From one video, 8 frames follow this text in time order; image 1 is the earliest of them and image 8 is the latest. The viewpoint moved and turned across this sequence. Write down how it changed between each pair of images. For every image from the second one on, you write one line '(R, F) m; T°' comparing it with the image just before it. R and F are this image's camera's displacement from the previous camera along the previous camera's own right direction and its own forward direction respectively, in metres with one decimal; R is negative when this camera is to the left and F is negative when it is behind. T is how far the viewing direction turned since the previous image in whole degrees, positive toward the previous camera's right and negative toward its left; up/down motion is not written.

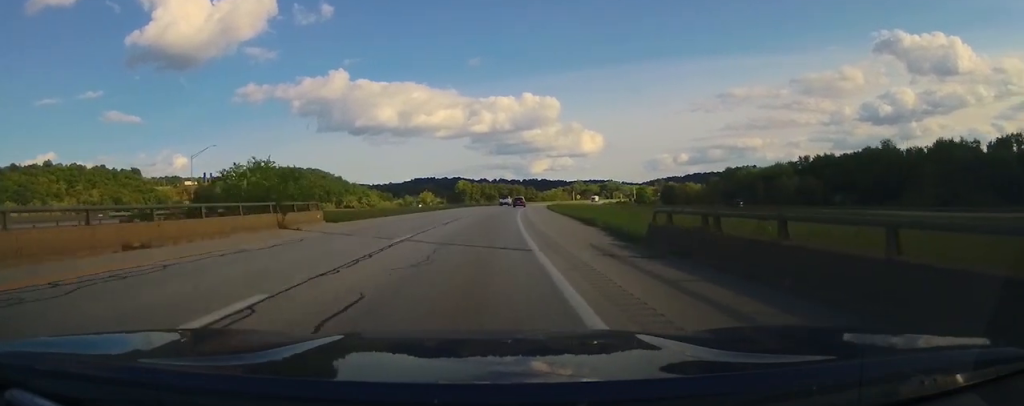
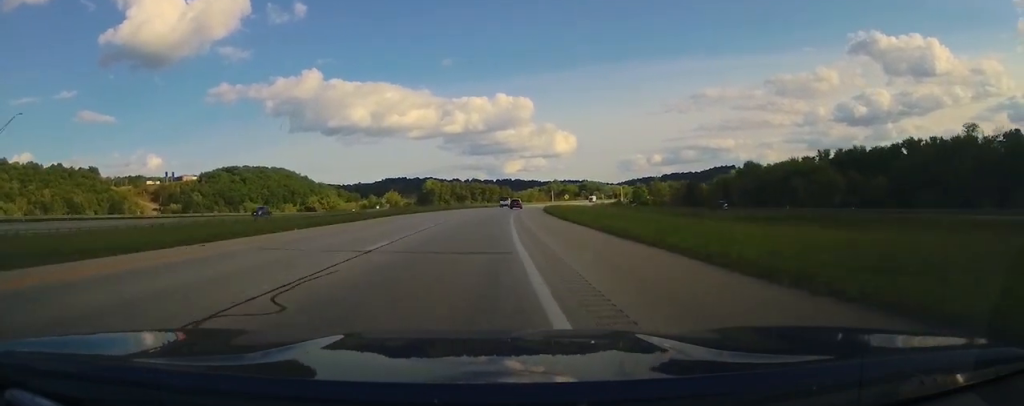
(+1.6, +38.7) m; +5°
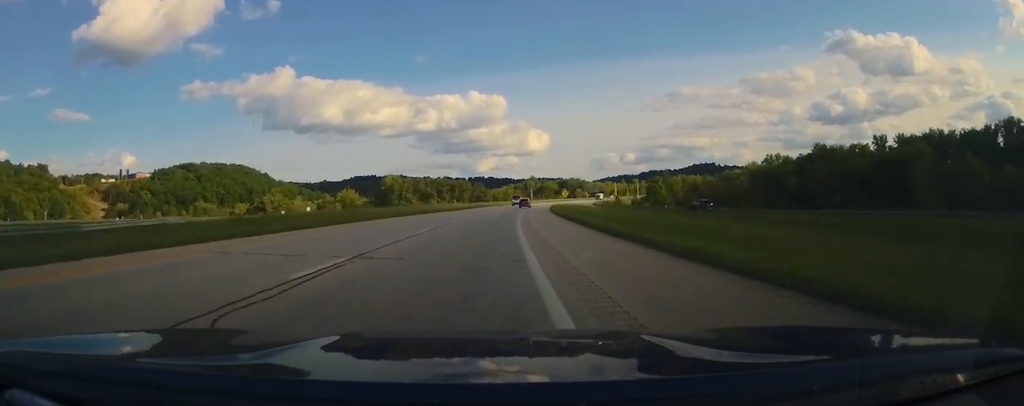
(+2.1, +54.1) m; +3°
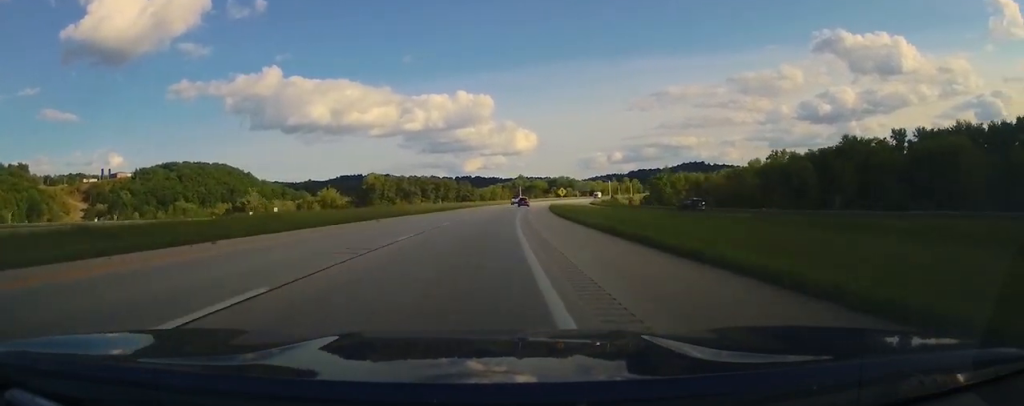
(+0.1, +16.3) m; 0°
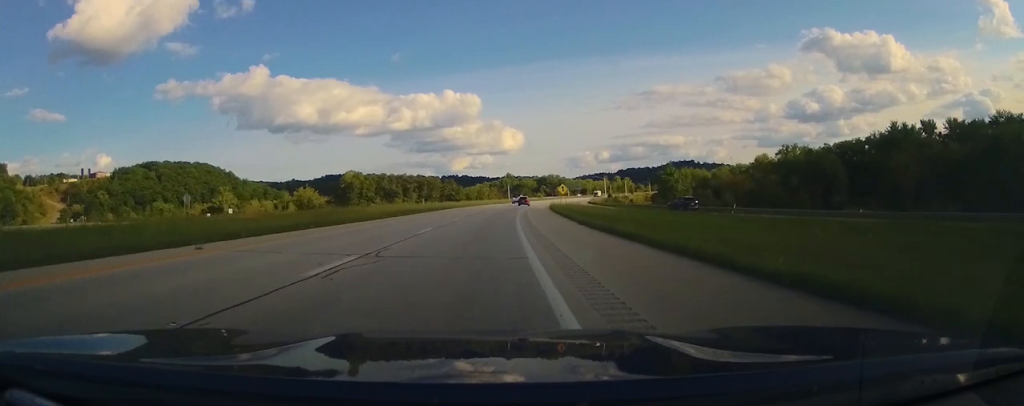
(0.0, +19.6) m; +1°
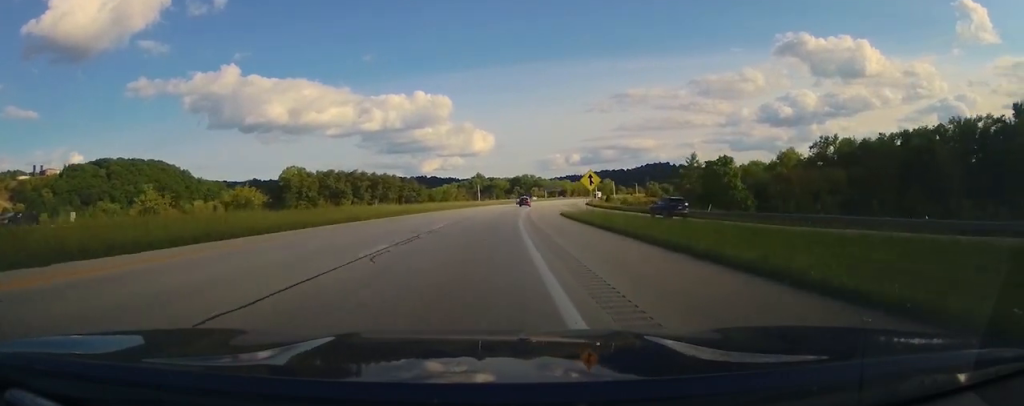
(+1.5, +46.0) m; +3°
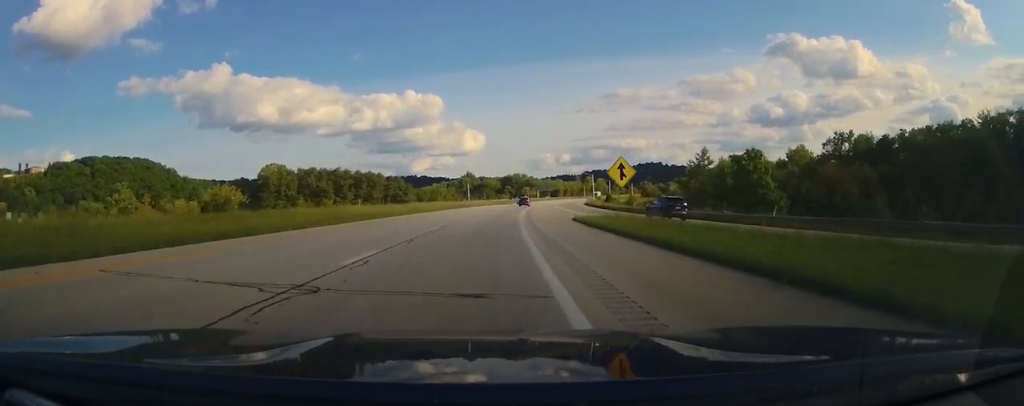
(+0.1, +13.2) m; +1°
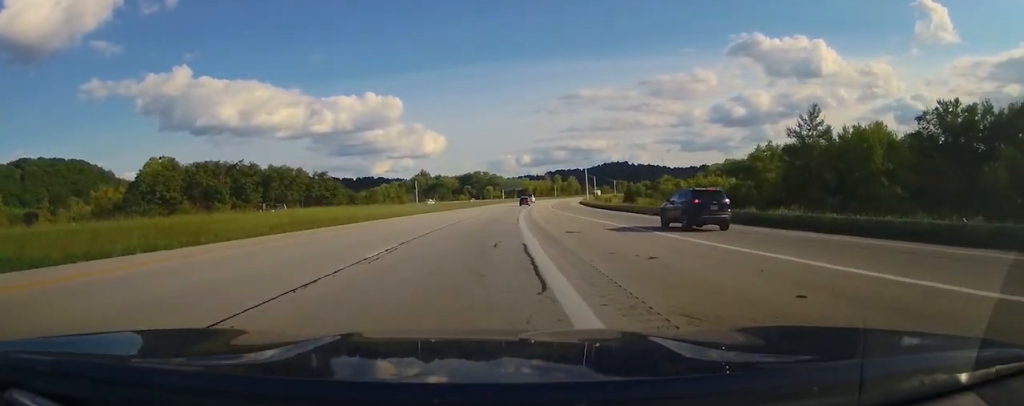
(+2.2, +59.3) m; +4°
